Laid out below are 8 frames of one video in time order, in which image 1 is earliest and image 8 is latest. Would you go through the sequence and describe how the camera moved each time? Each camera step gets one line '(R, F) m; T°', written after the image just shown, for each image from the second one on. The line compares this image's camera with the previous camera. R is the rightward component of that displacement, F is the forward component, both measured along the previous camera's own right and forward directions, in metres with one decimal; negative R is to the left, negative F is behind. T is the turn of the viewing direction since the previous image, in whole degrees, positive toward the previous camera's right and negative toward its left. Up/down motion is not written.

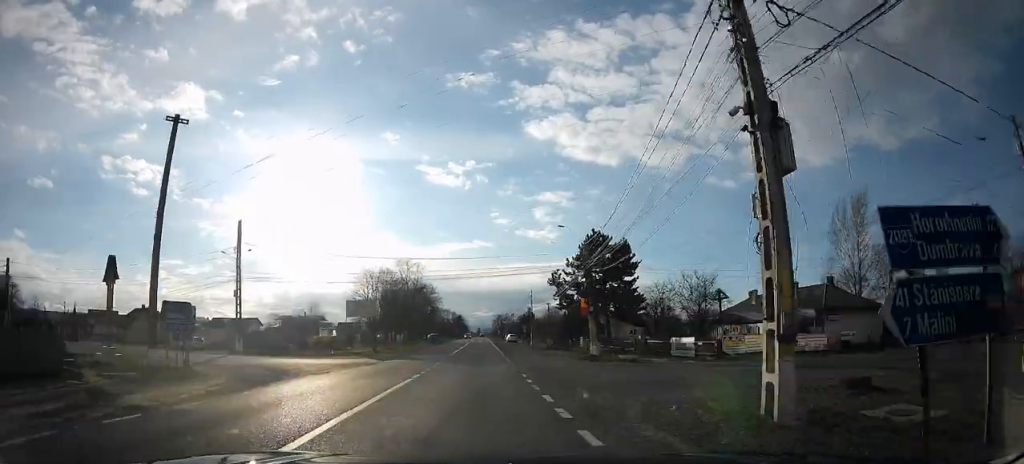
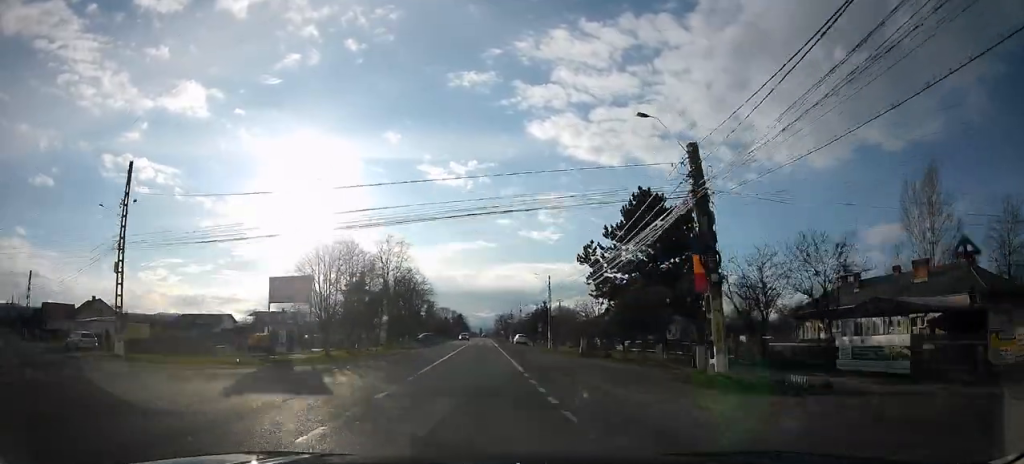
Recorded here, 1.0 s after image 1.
(+0.1, +17.2) m; -2°
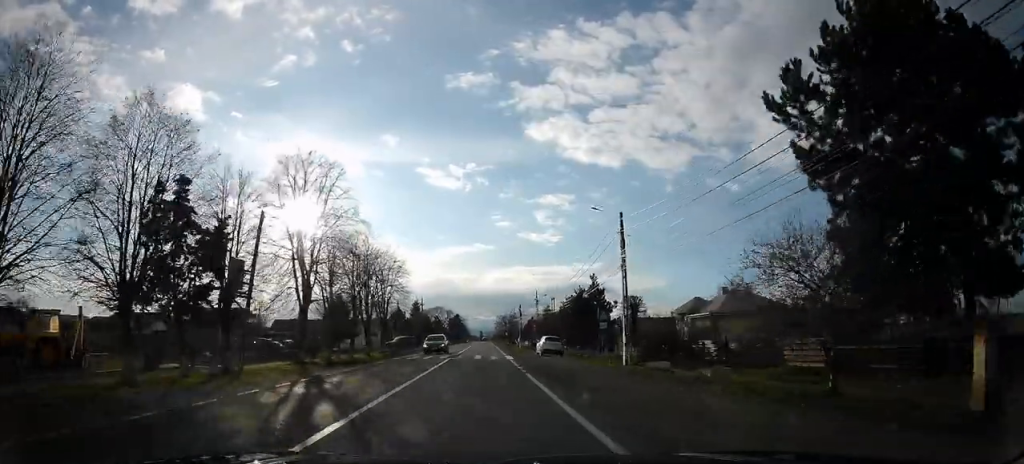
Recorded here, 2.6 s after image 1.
(-2.0, +28.5) m; -2°
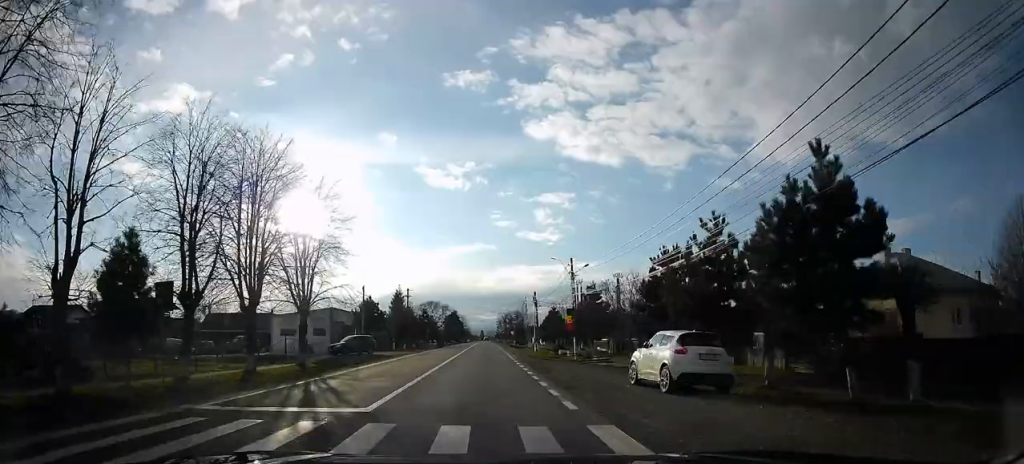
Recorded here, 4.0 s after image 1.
(+2.0, +25.6) m; +5°
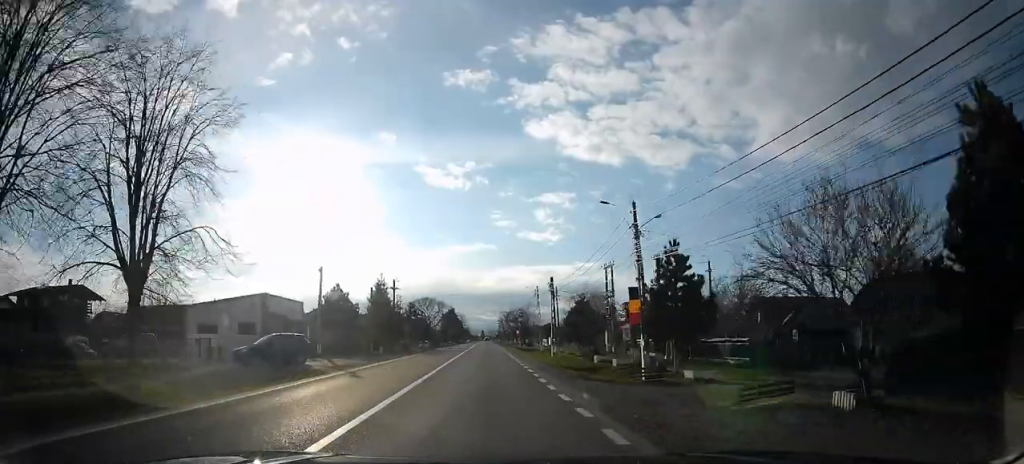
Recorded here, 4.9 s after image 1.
(0.0, +16.5) m; 0°
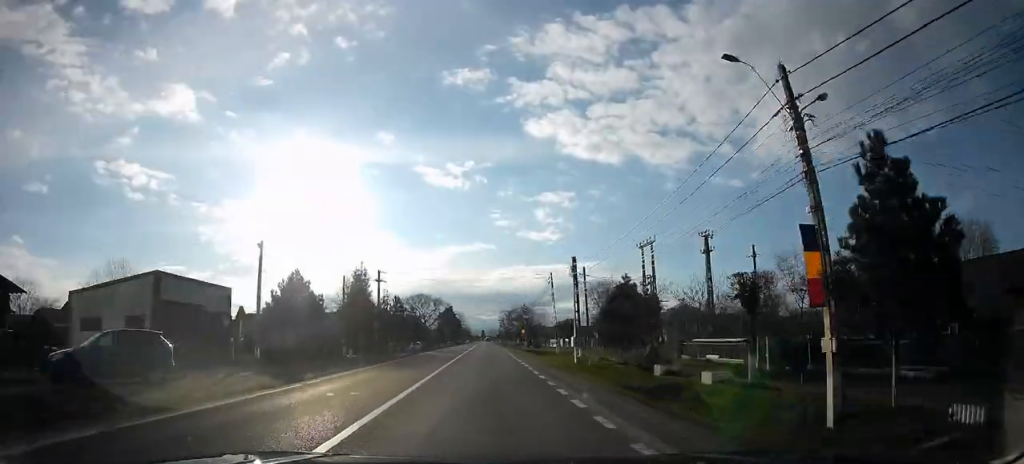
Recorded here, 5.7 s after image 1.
(0.0, +12.9) m; 0°
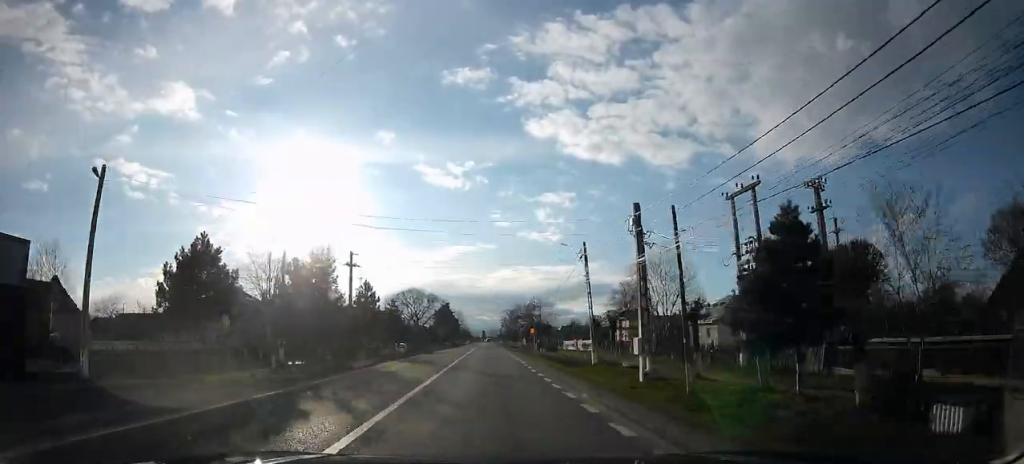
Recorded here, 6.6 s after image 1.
(+0.1, +16.1) m; 0°
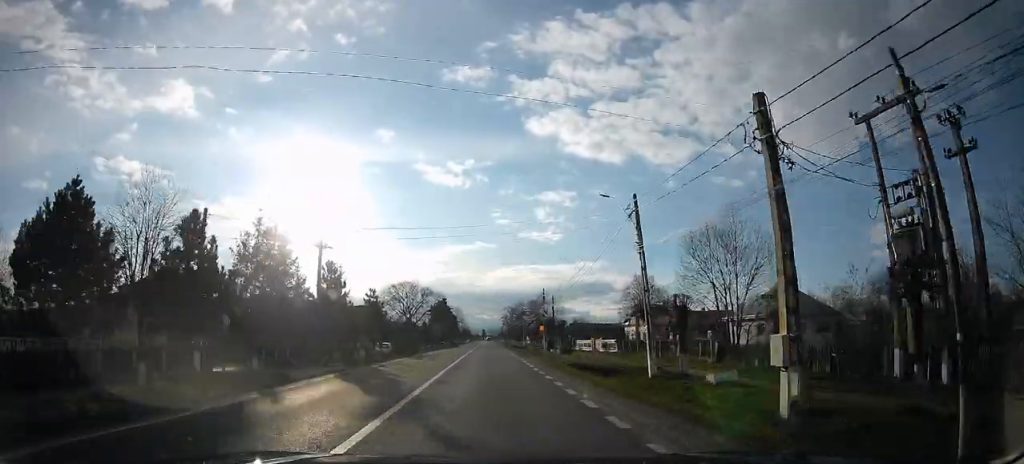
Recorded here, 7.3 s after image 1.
(-0.1, +11.5) m; 0°
